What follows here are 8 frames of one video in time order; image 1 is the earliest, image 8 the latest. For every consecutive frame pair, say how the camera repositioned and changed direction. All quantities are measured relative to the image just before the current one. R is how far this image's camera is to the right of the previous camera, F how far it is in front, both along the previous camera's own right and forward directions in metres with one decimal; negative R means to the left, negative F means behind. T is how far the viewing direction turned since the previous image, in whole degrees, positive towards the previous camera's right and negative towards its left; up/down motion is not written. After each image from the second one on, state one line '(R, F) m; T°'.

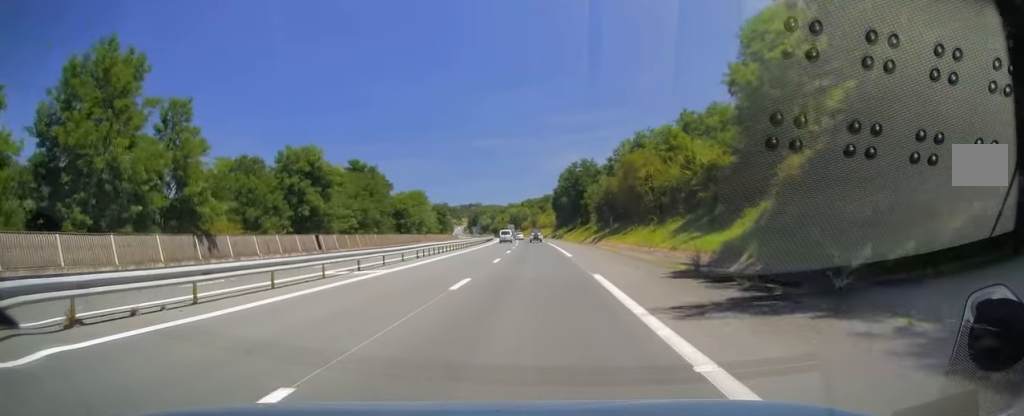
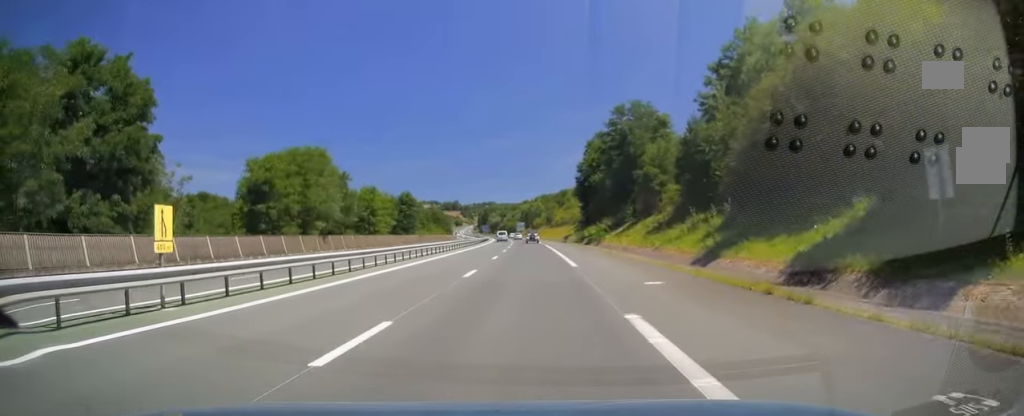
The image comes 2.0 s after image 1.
(-0.8, +60.2) m; -2°
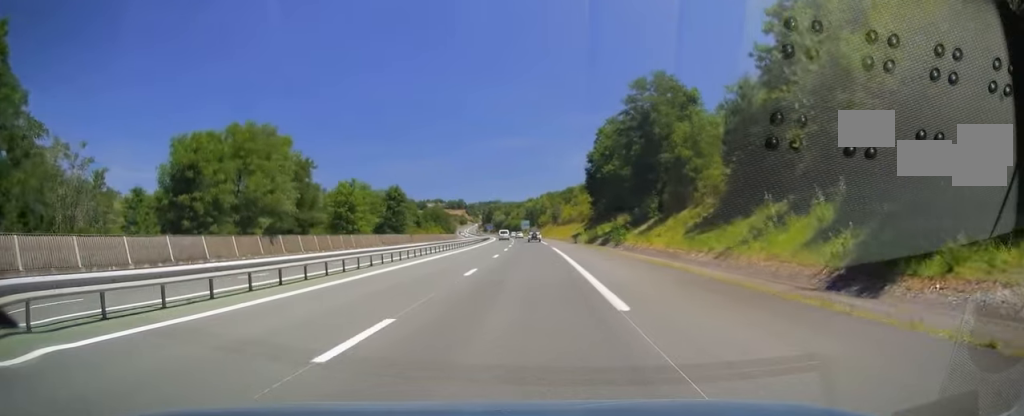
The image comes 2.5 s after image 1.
(-0.1, +12.7) m; 0°
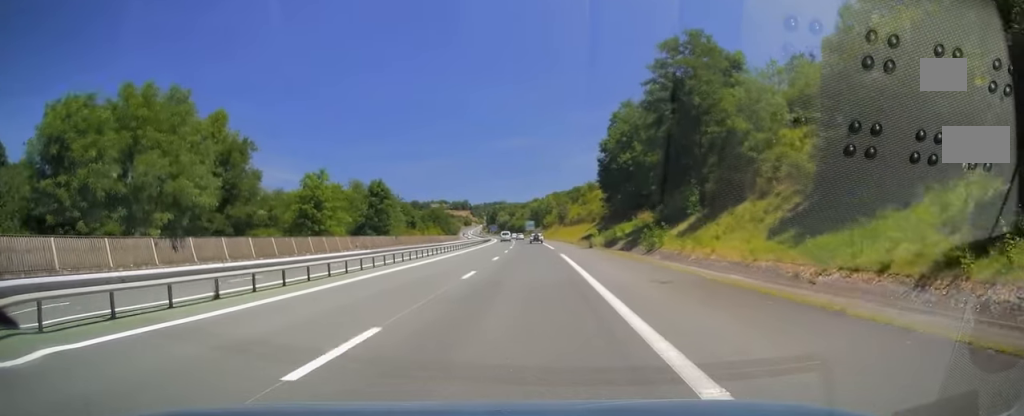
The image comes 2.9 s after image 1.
(0.0, +13.7) m; -1°
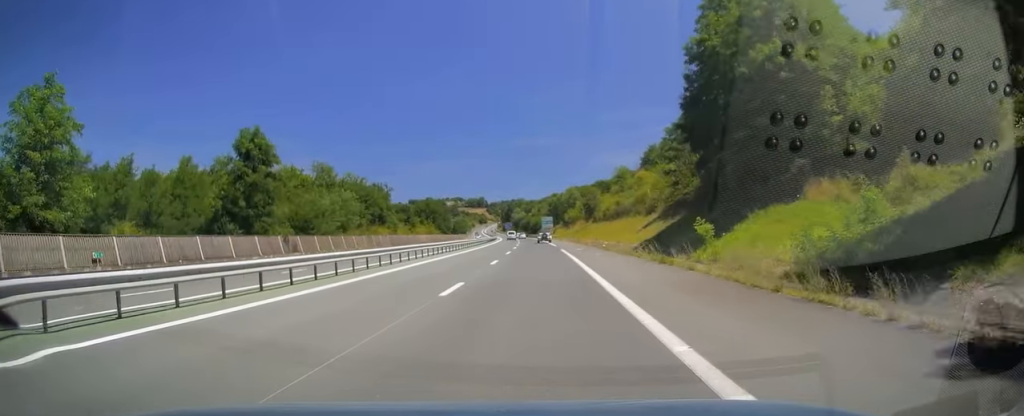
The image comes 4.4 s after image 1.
(-0.7, +44.2) m; -2°
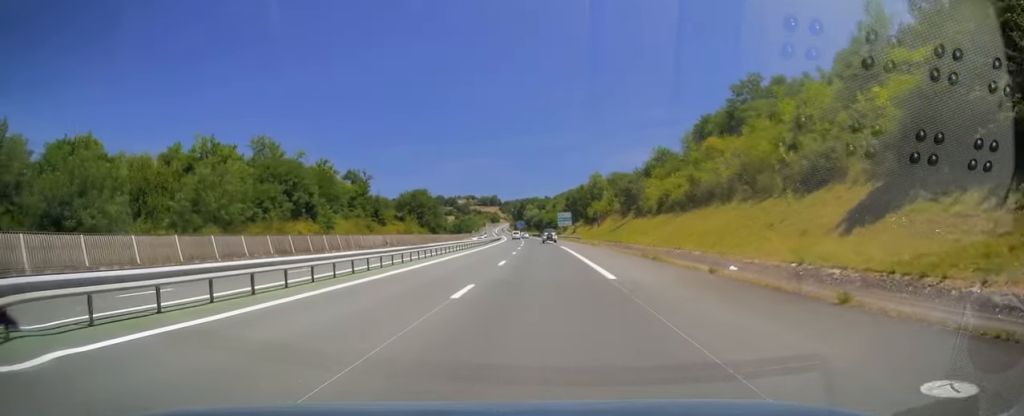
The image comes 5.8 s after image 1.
(-0.6, +39.3) m; -1°
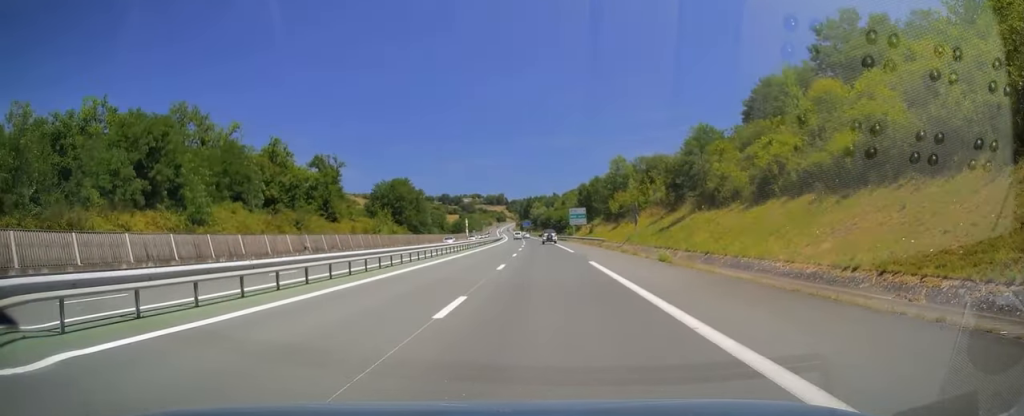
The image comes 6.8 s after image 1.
(-0.1, +29.0) m; -1°
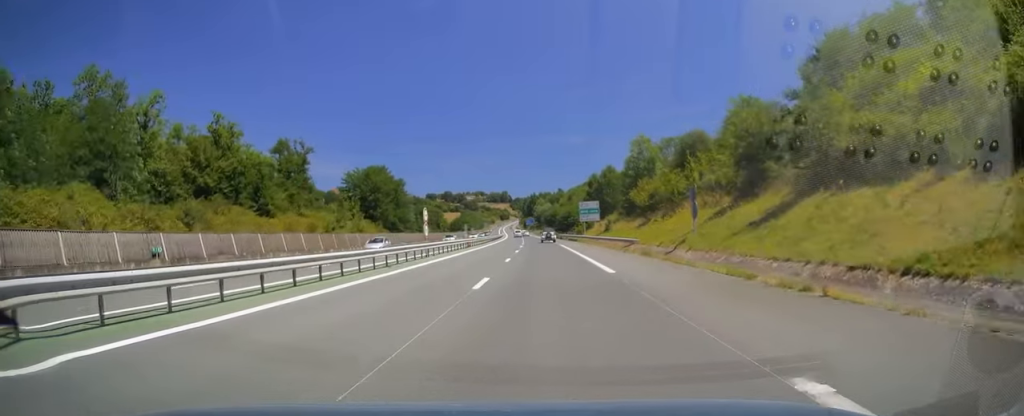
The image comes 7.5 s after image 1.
(0.0, +21.1) m; -1°
